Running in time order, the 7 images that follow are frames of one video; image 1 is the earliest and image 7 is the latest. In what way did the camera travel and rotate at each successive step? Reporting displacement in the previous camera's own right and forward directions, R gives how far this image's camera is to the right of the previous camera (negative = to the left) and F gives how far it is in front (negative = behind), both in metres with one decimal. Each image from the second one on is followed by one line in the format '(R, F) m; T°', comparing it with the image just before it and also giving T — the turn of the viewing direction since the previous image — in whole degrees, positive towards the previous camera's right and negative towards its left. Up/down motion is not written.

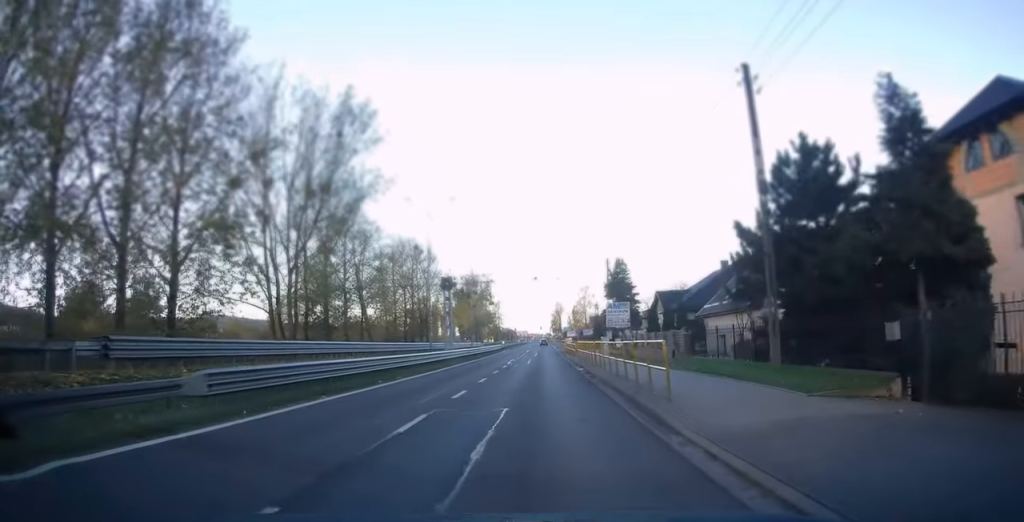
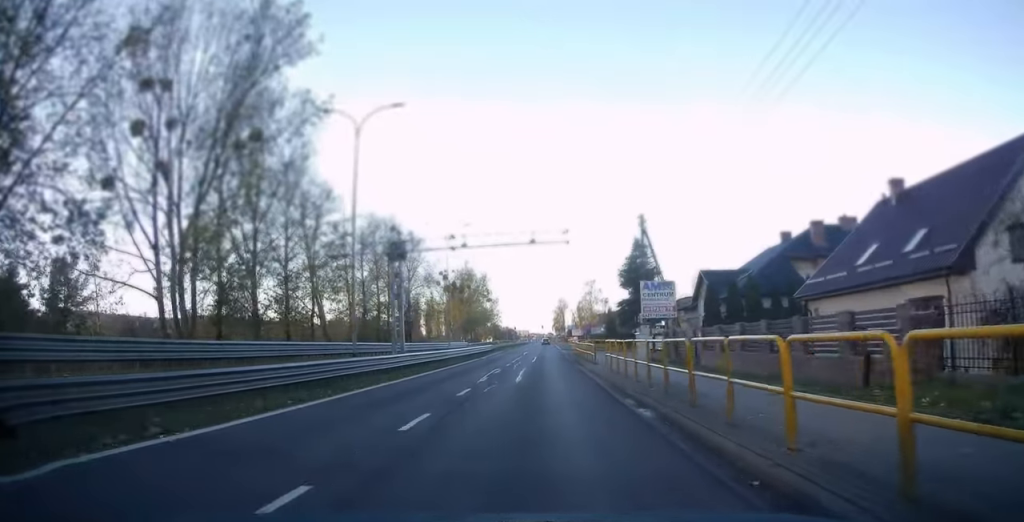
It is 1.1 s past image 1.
(+0.2, +17.9) m; +1°
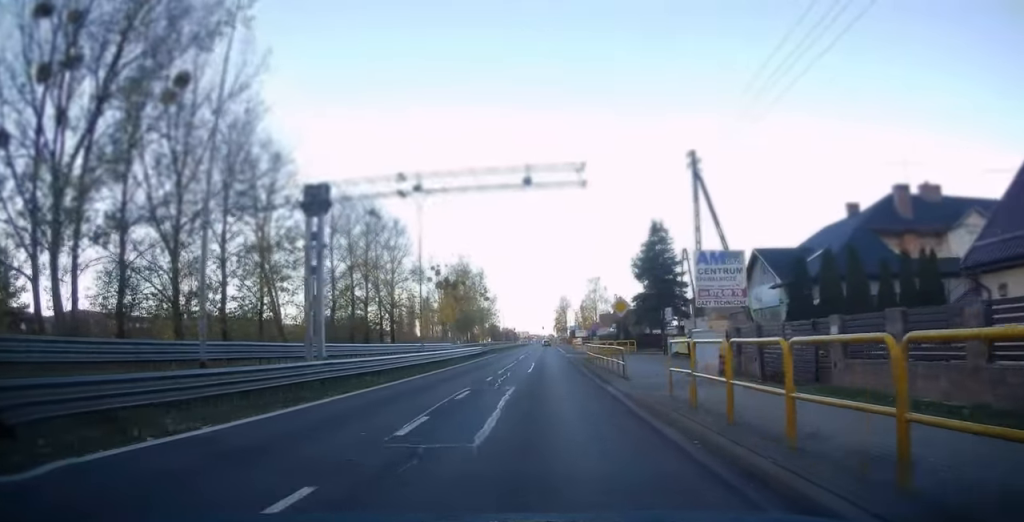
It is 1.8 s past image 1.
(0.0, +12.1) m; 0°
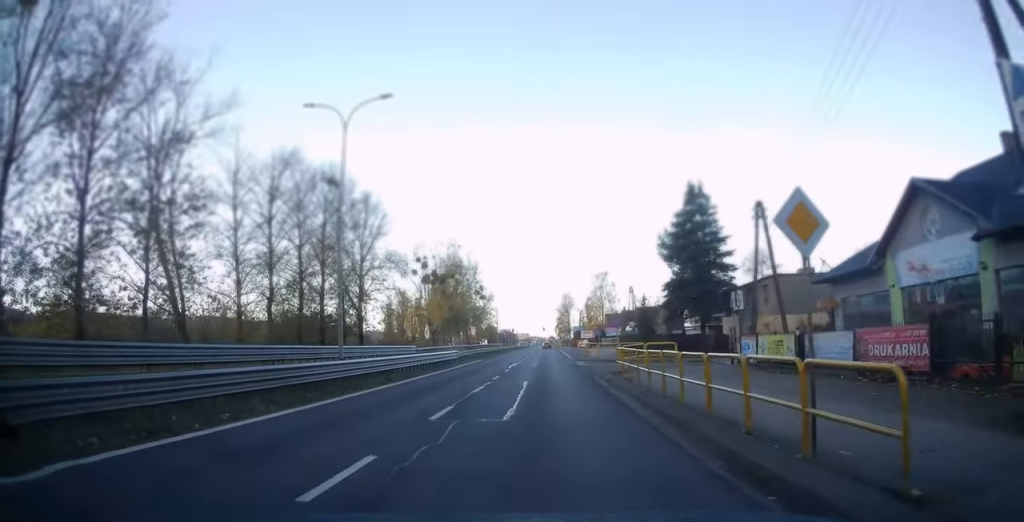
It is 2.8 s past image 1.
(0.0, +16.5) m; 0°
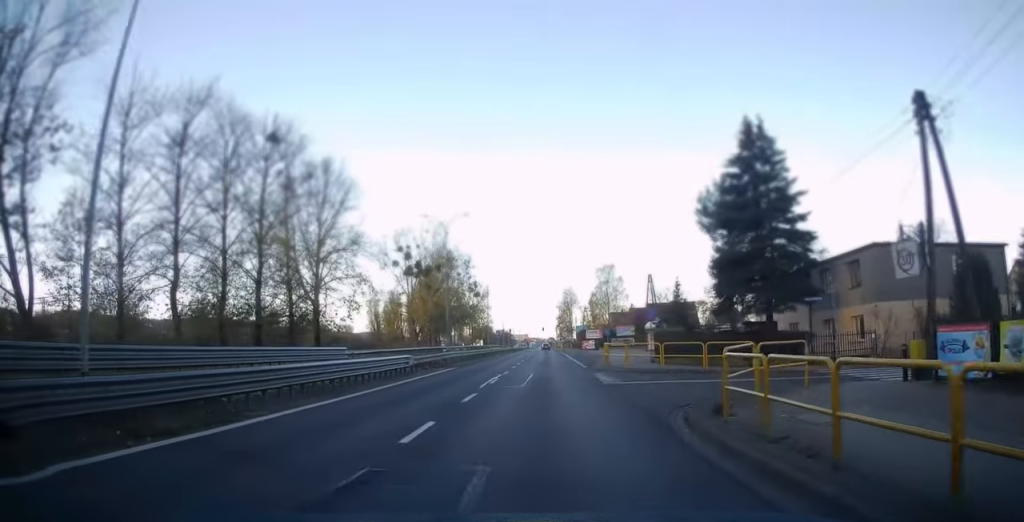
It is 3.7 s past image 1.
(0.0, +14.9) m; -1°
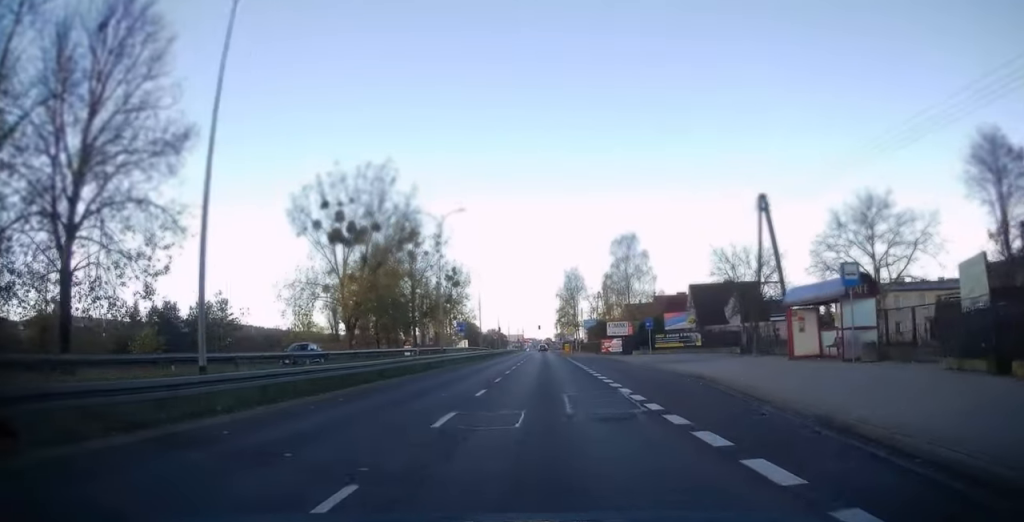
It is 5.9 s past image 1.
(-0.6, +35.6) m; 0°
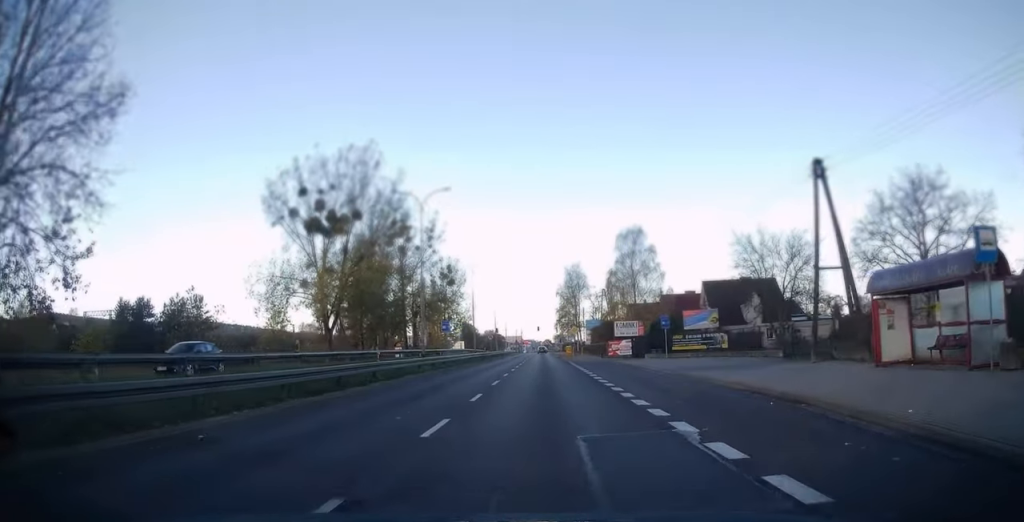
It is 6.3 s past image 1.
(+0.1, +6.8) m; +1°
